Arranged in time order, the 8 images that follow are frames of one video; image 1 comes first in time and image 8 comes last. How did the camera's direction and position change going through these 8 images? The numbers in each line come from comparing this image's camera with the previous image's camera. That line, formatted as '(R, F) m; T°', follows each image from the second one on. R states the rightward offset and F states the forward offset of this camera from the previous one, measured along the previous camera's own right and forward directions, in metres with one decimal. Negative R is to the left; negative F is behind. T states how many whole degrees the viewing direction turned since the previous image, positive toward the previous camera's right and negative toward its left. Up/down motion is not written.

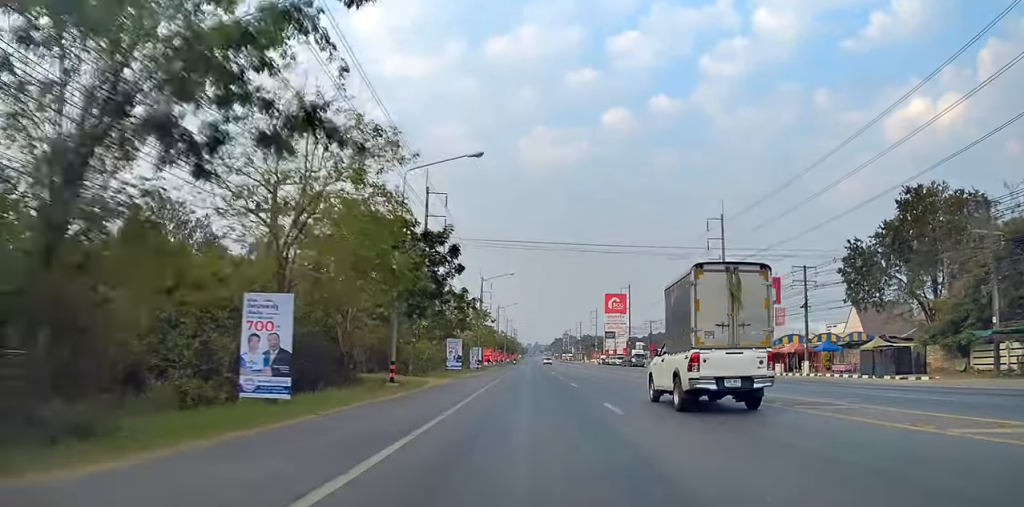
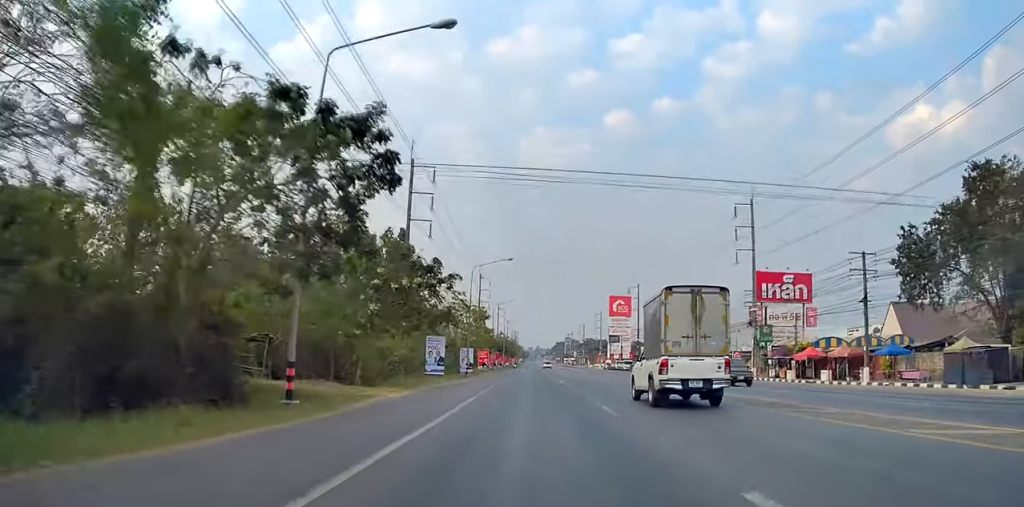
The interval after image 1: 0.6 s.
(-0.1, +10.3) m; 0°
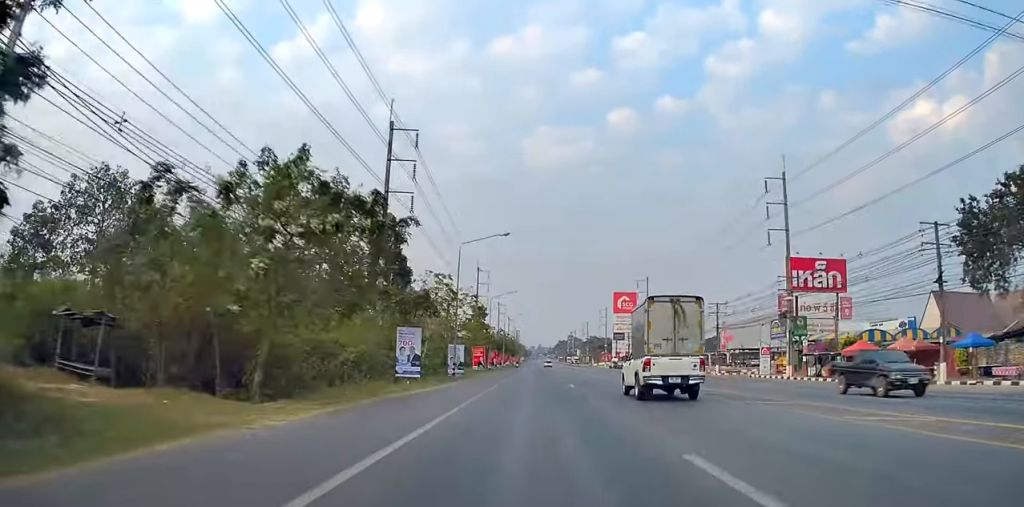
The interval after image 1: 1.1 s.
(-0.1, +9.5) m; 0°
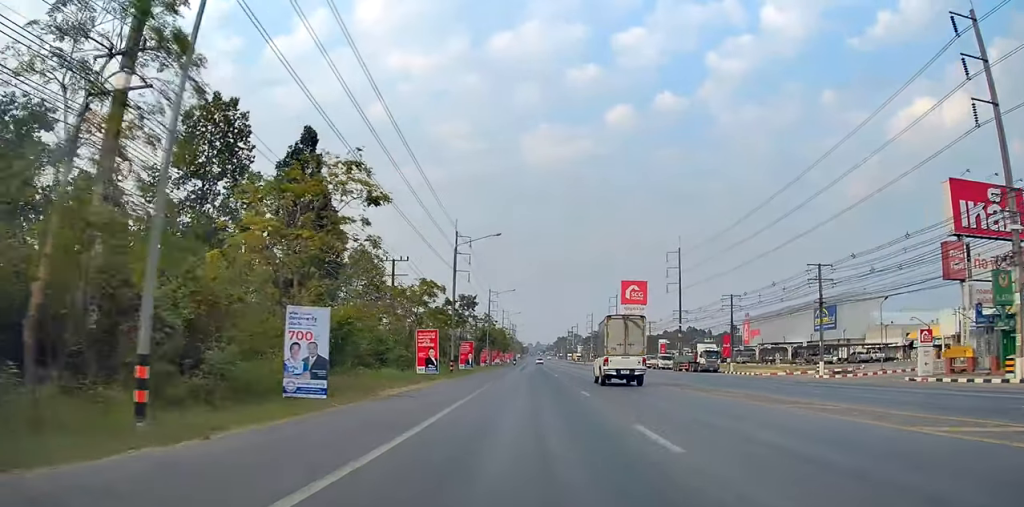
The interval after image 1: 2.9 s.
(+0.3, +32.3) m; +1°
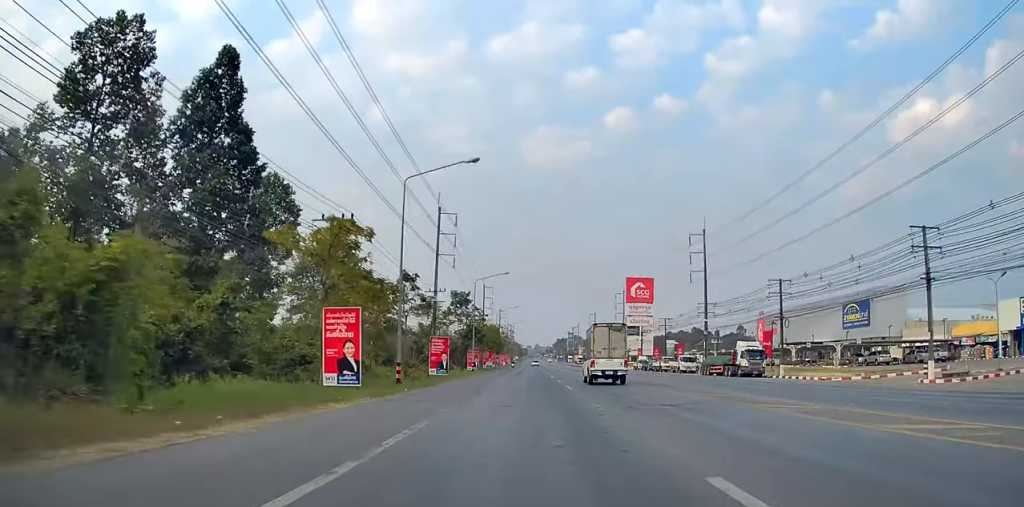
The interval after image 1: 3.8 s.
(+0.1, +16.1) m; 0°
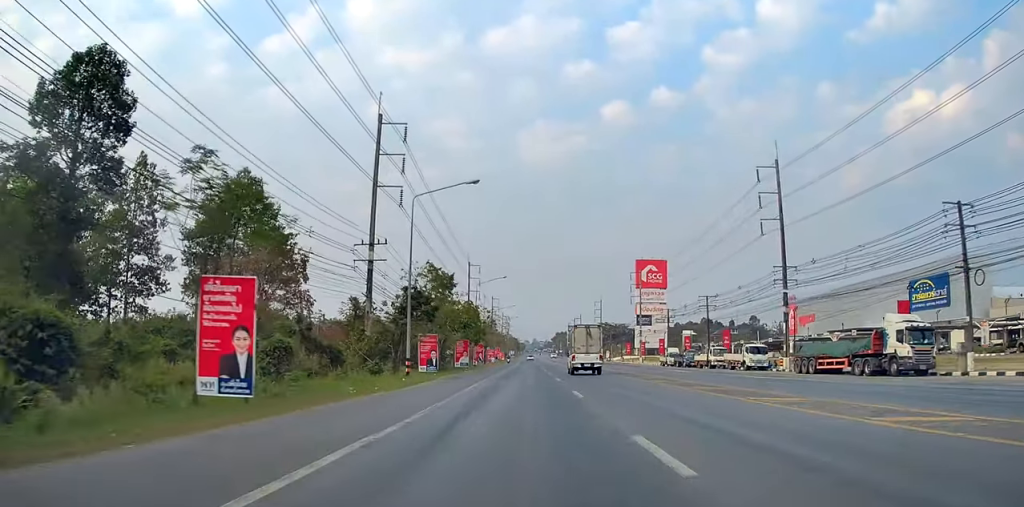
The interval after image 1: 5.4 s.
(+0.3, +29.1) m; +1°
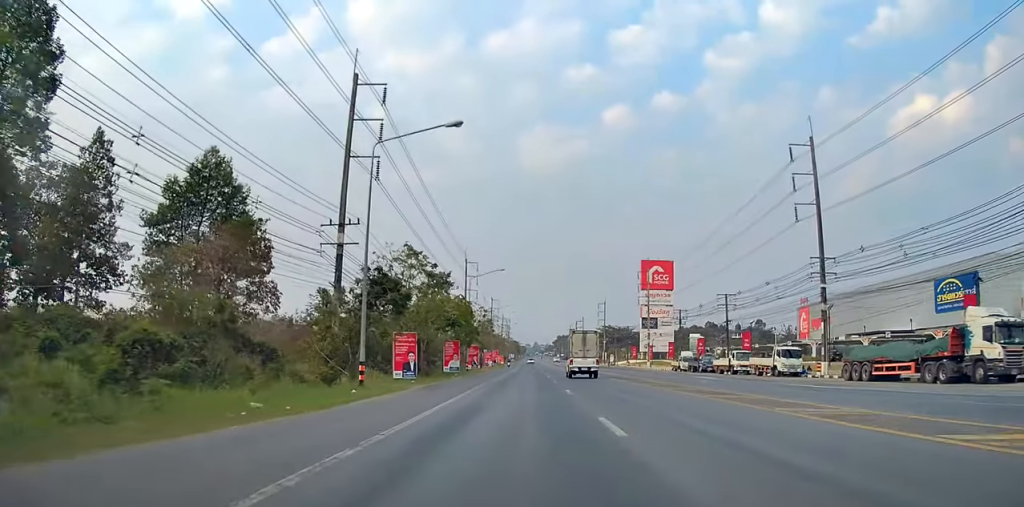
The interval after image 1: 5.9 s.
(+0.2, +7.9) m; 0°
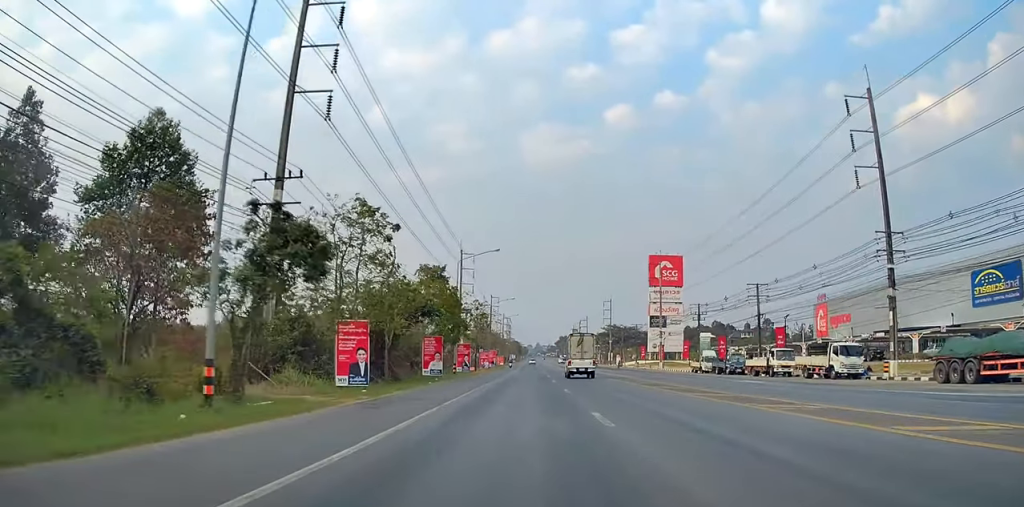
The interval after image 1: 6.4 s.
(0.0, +10.0) m; -1°
